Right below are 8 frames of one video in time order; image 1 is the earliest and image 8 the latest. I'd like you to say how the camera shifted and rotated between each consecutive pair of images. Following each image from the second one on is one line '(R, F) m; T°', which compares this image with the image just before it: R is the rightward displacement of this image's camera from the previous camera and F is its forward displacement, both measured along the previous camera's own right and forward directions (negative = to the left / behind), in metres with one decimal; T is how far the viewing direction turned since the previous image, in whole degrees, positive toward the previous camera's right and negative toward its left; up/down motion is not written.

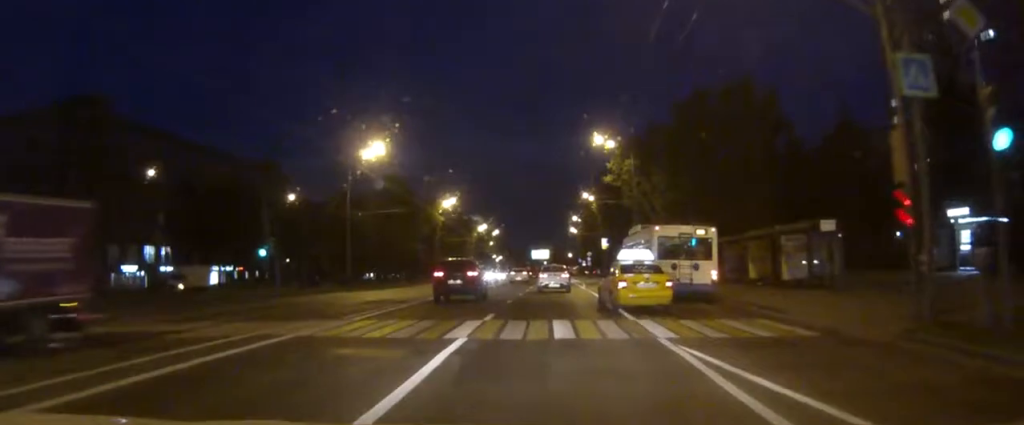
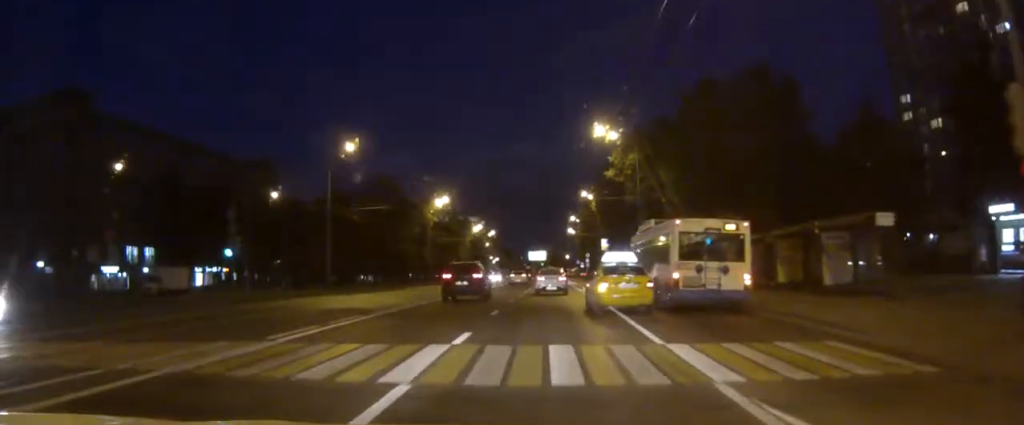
(0.0, +5.2) m; 0°
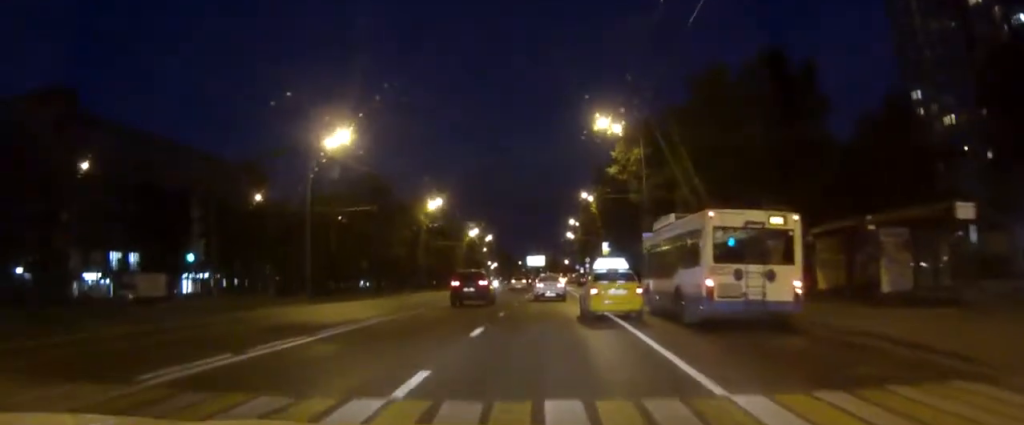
(0.0, +4.9) m; 0°
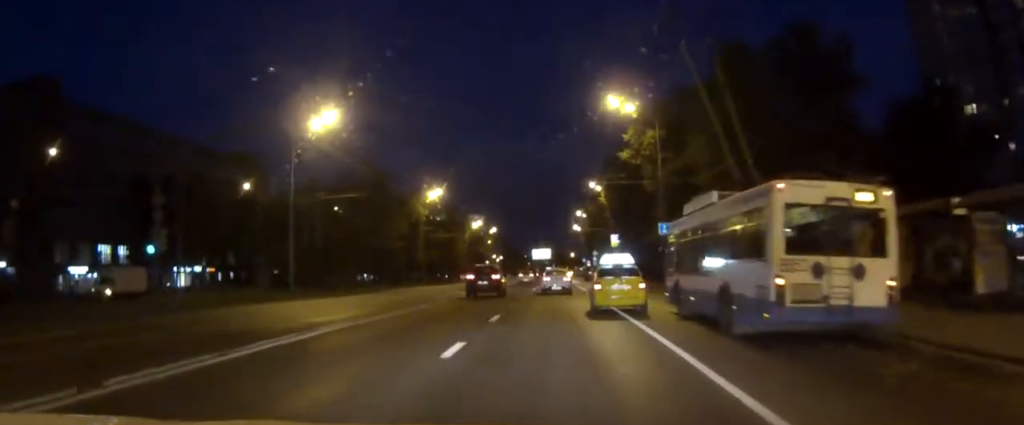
(0.0, +4.9) m; 0°
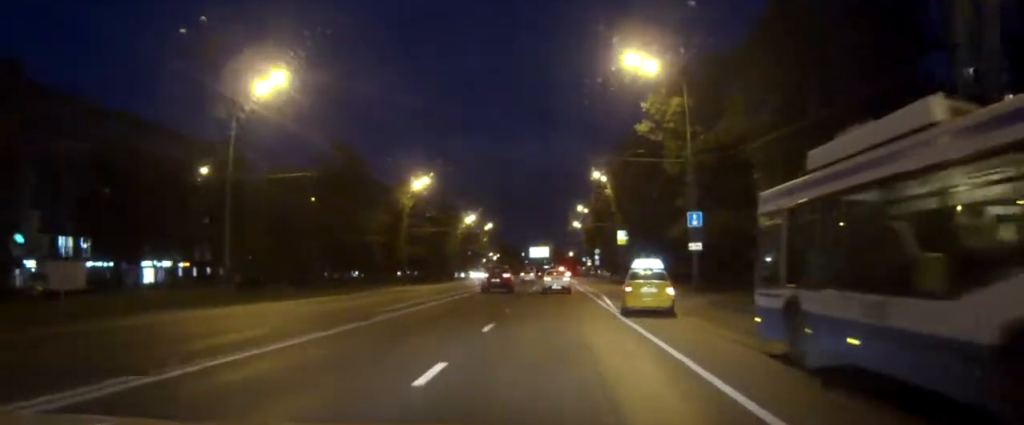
(0.0, +10.4) m; 0°
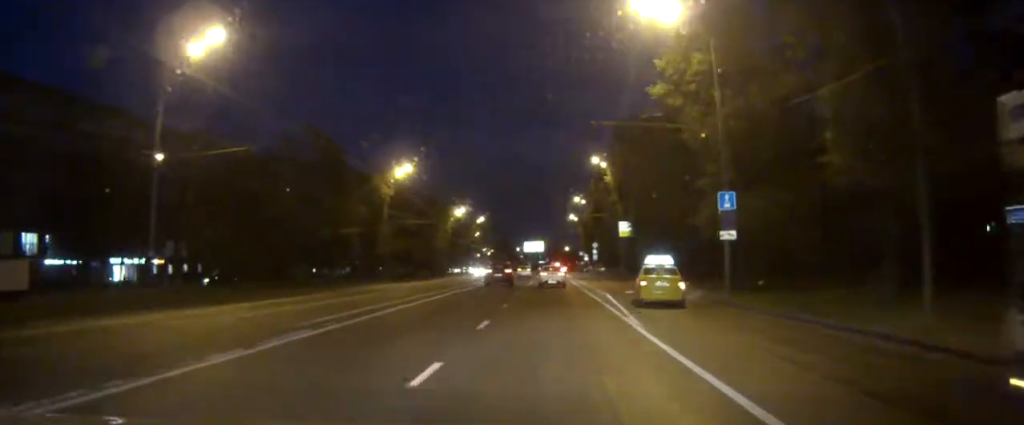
(+0.1, +7.9) m; +1°
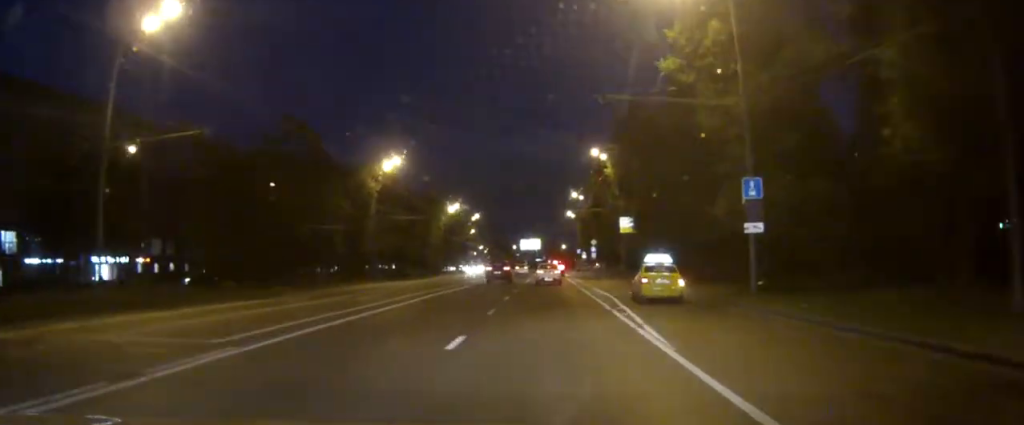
(0.0, +4.3) m; 0°
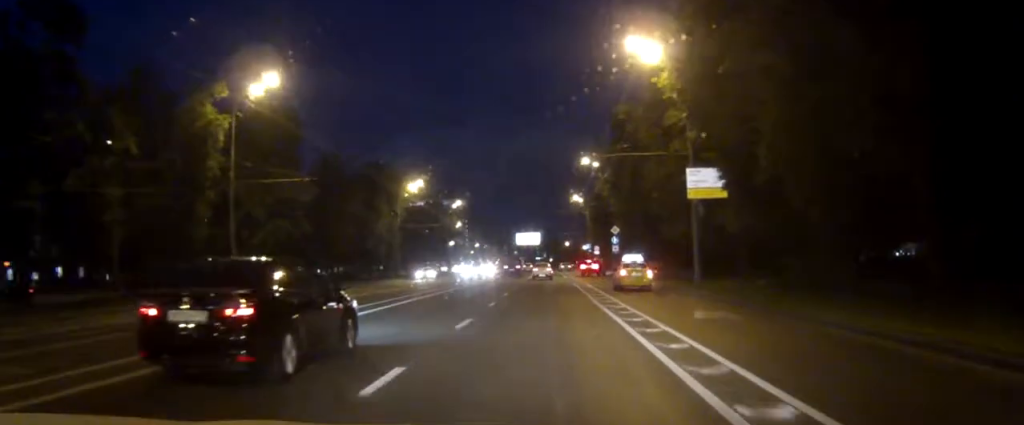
(0.0, +36.8) m; 0°
